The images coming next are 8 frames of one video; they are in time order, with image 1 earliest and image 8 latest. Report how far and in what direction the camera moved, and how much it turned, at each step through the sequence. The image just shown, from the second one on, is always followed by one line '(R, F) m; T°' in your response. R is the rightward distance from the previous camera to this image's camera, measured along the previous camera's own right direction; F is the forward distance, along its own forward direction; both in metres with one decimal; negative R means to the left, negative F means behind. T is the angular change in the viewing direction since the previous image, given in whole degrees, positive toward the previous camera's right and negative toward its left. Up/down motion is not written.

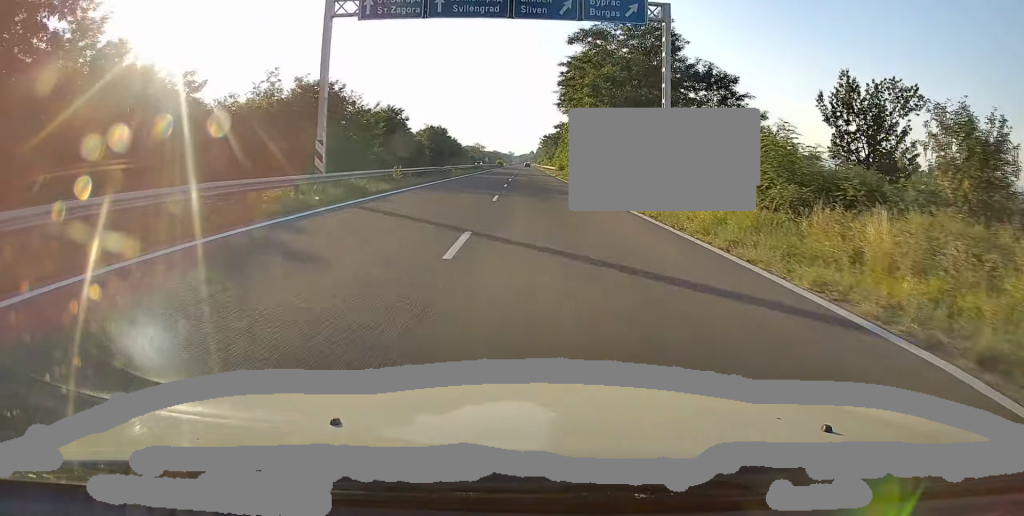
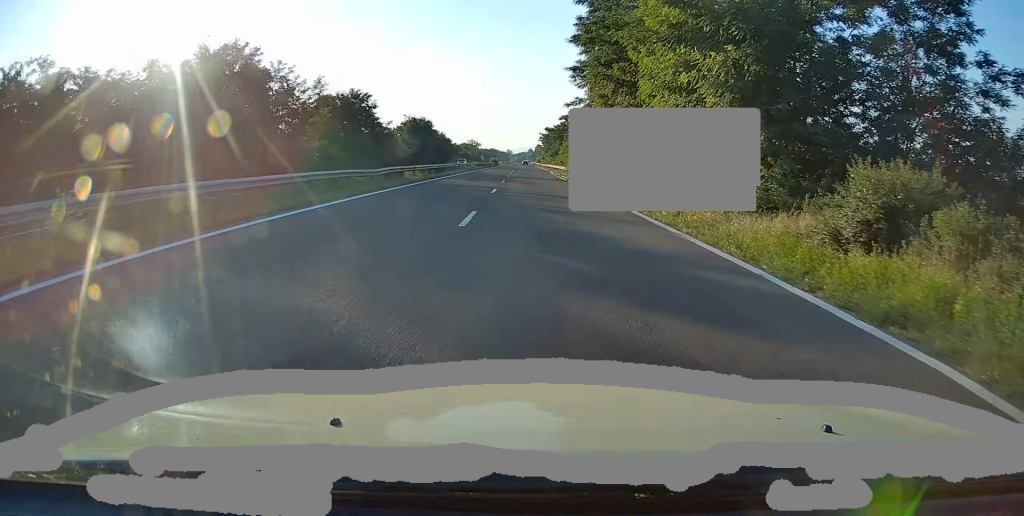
(-0.4, +20.9) m; 0°
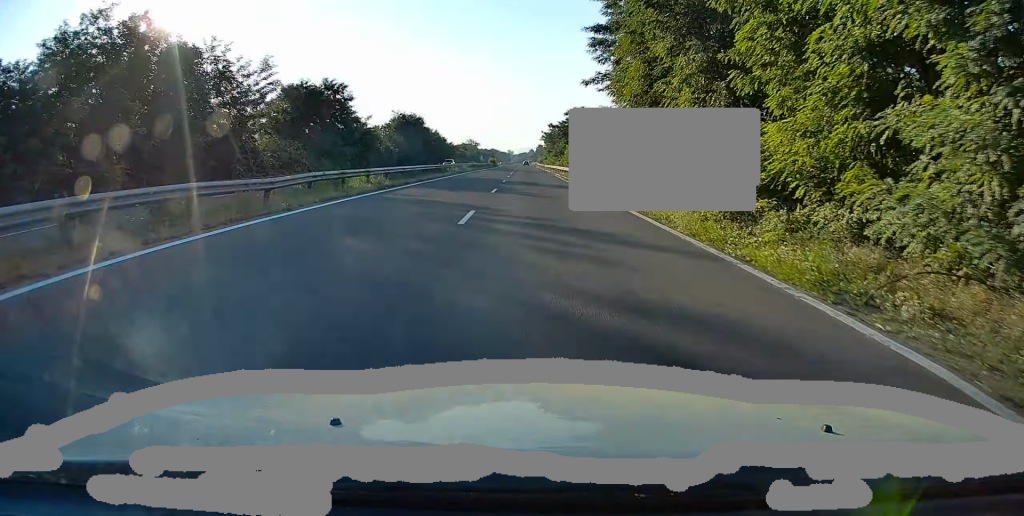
(+0.3, +11.4) m; +1°
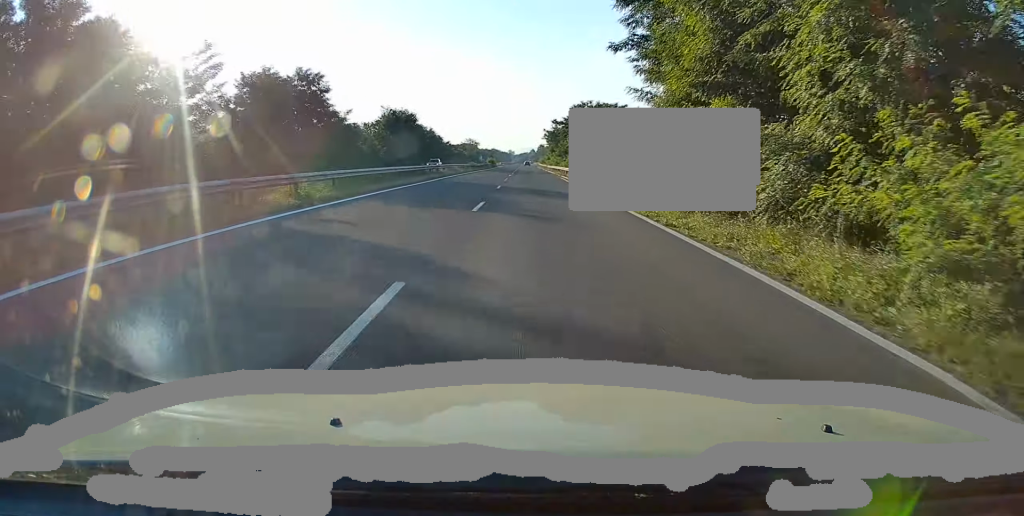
(+0.1, +8.8) m; +1°
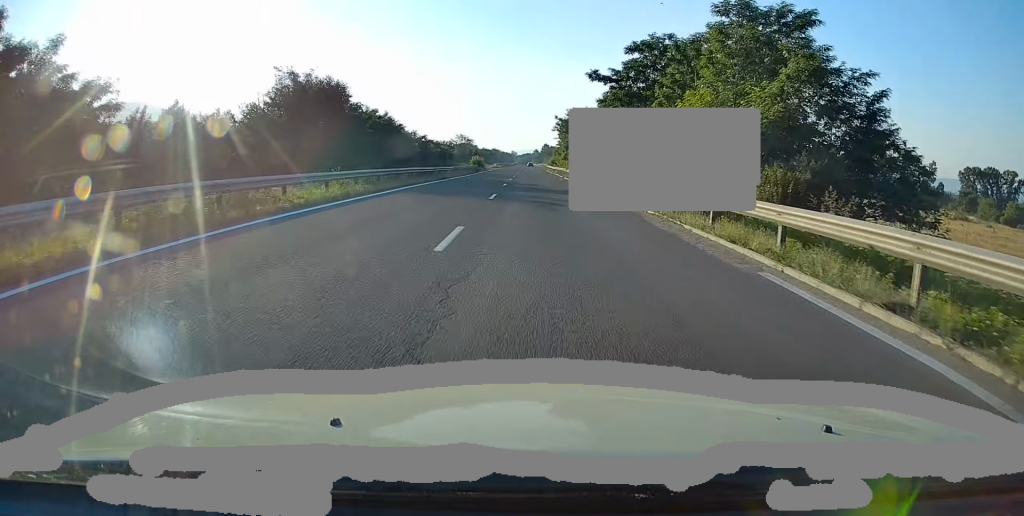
(-0.5, +42.4) m; 0°
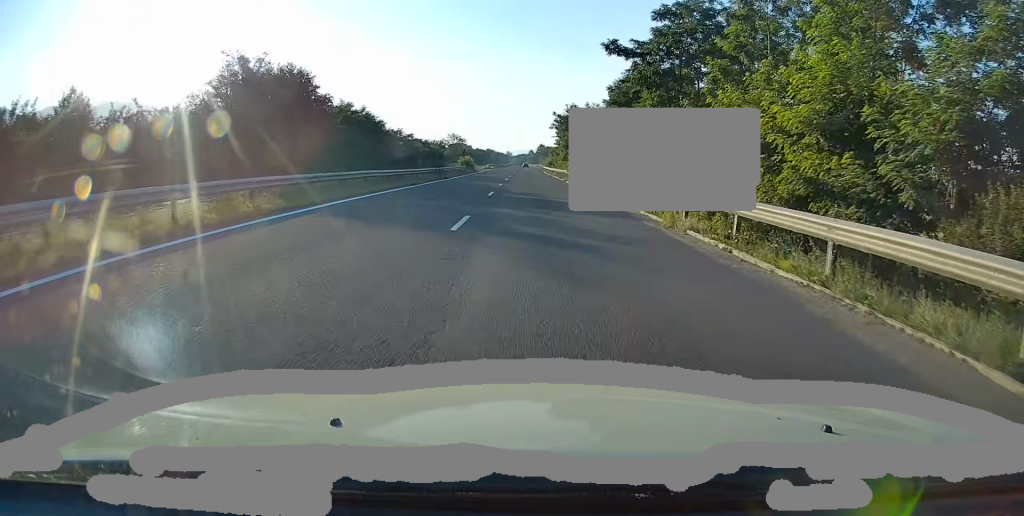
(+0.2, +9.3) m; +1°
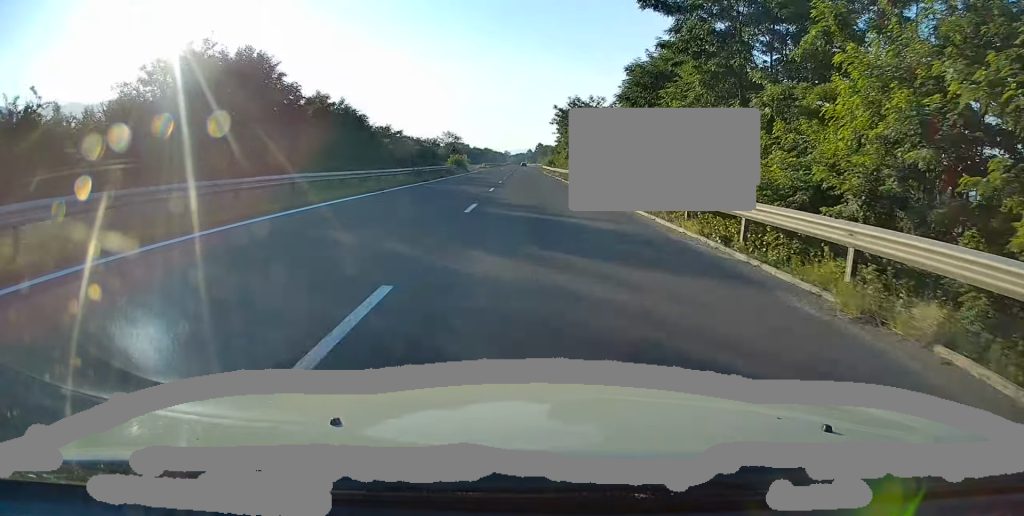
(0.0, +8.2) m; -1°
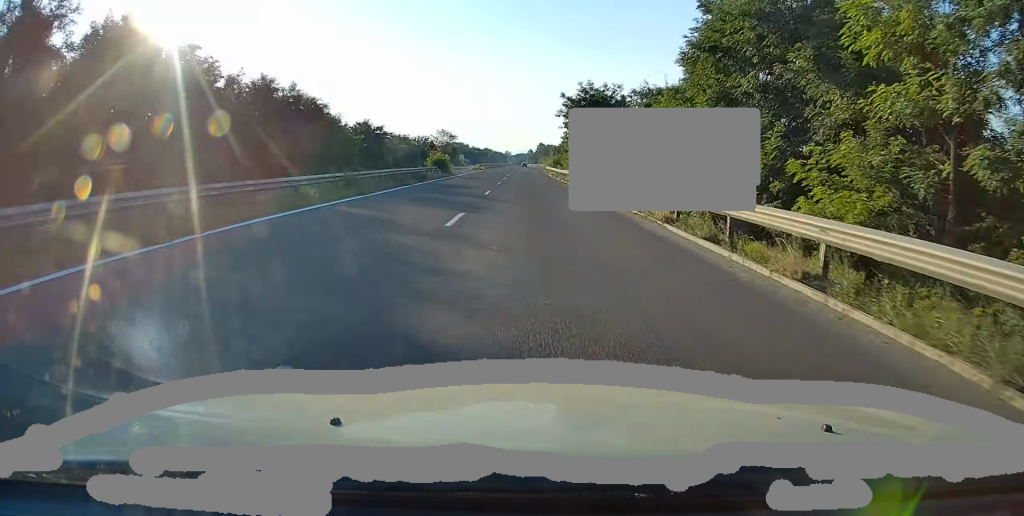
(-0.1, +14.6) m; -1°
